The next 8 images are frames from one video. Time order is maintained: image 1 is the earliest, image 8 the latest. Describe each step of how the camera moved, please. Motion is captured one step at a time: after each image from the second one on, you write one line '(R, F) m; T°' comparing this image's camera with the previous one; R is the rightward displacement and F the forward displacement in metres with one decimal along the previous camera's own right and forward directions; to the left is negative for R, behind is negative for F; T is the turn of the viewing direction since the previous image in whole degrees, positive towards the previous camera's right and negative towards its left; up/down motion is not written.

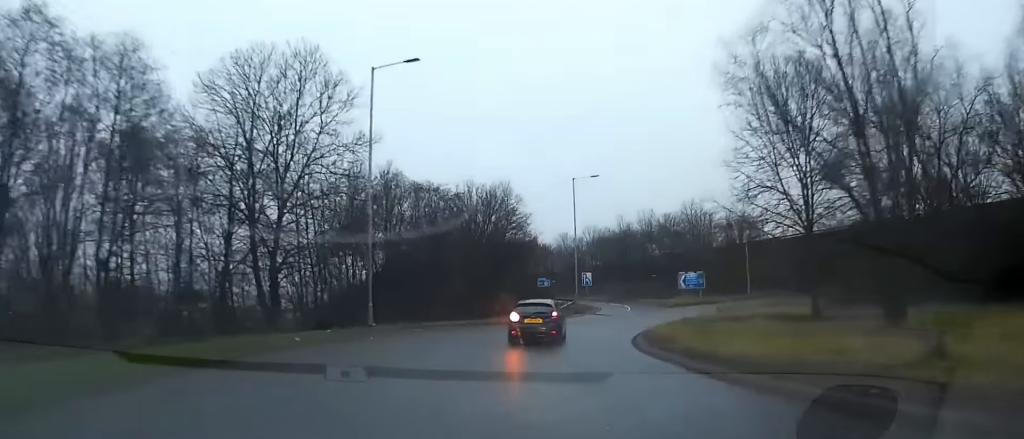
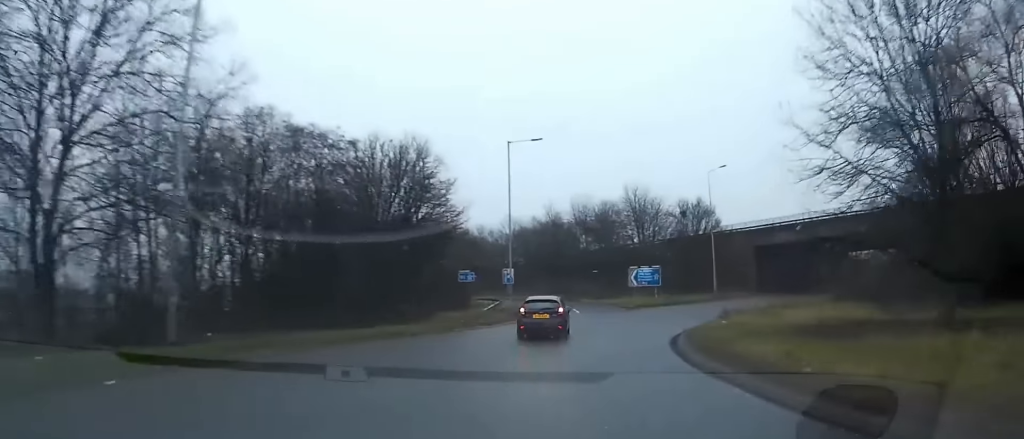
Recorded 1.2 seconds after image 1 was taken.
(-0.2, +12.6) m; +1°
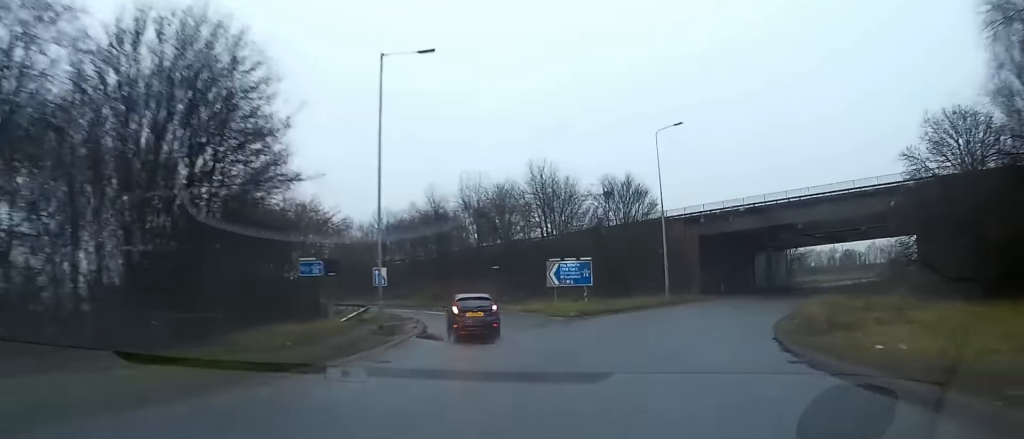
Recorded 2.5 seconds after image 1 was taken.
(+0.8, +15.5) m; +7°
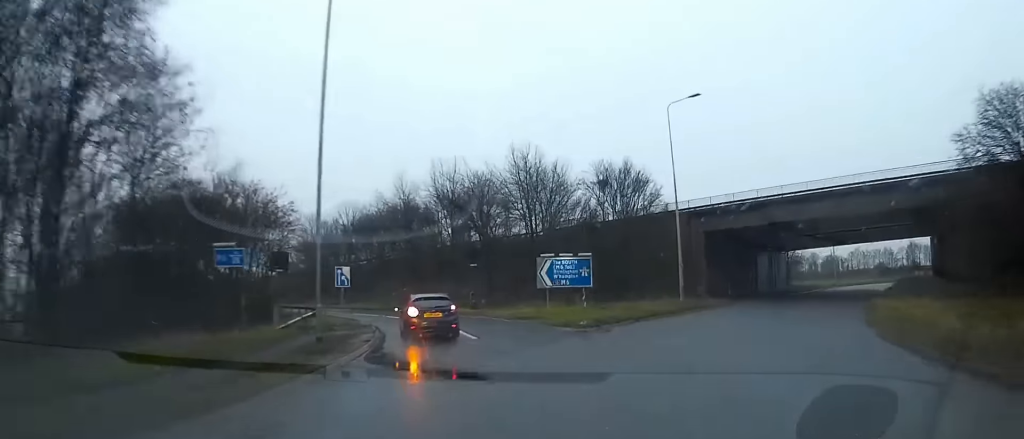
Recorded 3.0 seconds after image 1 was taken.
(+0.3, +7.2) m; +4°
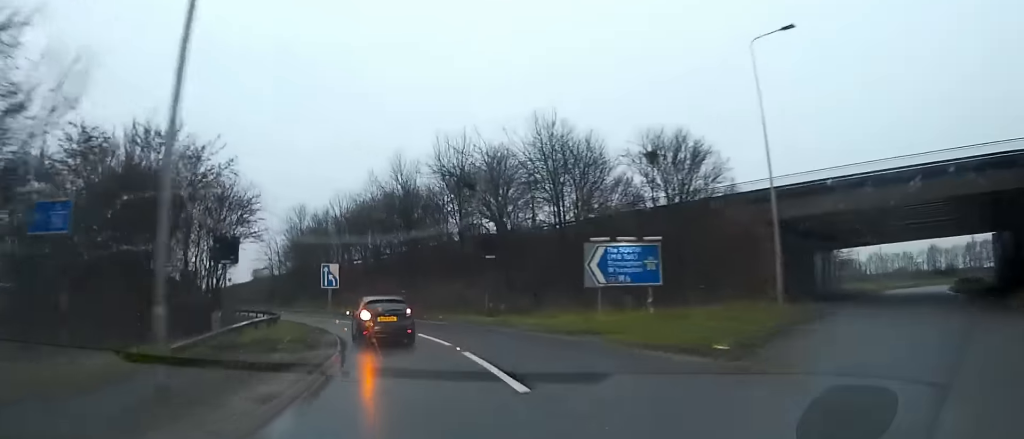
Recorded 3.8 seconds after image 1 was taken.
(+0.5, +9.5) m; +3°
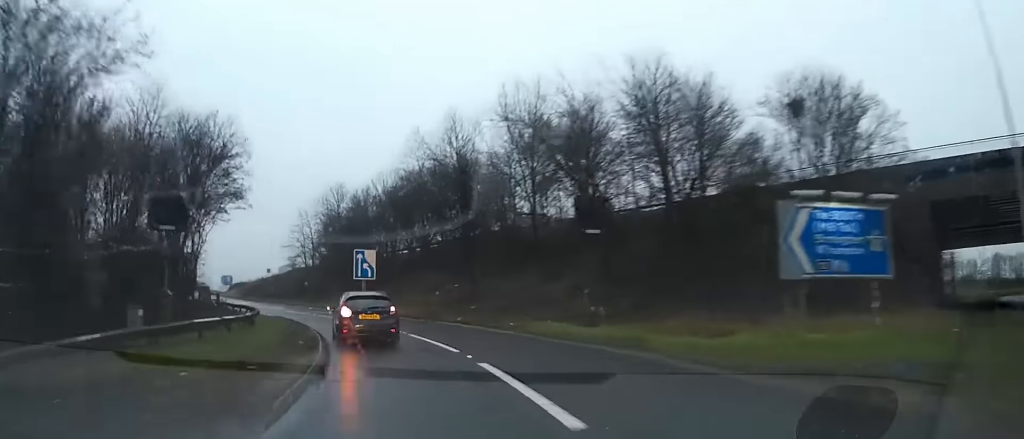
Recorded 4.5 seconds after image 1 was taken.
(+0.3, +10.4) m; 0°
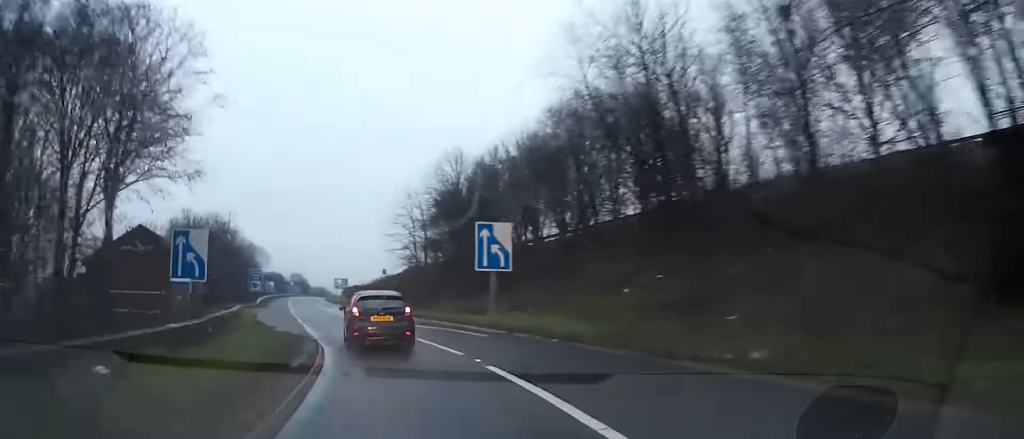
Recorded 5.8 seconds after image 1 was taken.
(-0.8, +17.8) m; -7°
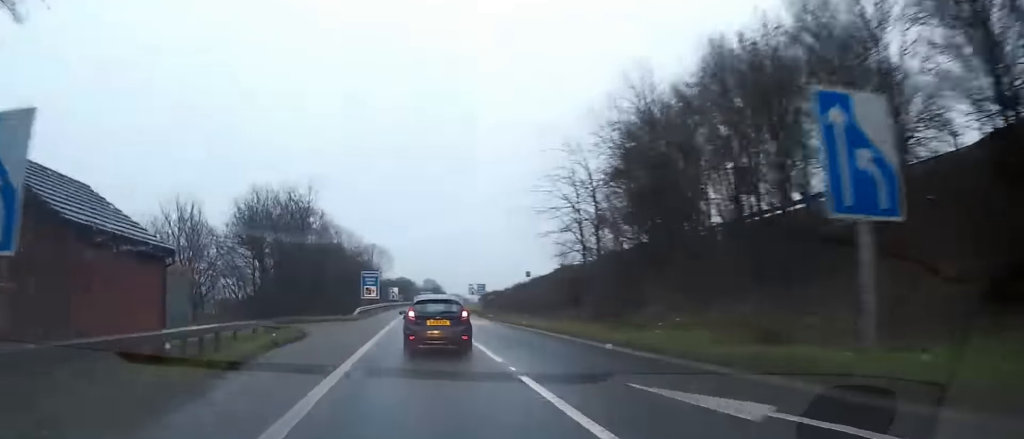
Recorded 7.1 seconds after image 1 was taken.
(-1.7, +18.9) m; -11°
